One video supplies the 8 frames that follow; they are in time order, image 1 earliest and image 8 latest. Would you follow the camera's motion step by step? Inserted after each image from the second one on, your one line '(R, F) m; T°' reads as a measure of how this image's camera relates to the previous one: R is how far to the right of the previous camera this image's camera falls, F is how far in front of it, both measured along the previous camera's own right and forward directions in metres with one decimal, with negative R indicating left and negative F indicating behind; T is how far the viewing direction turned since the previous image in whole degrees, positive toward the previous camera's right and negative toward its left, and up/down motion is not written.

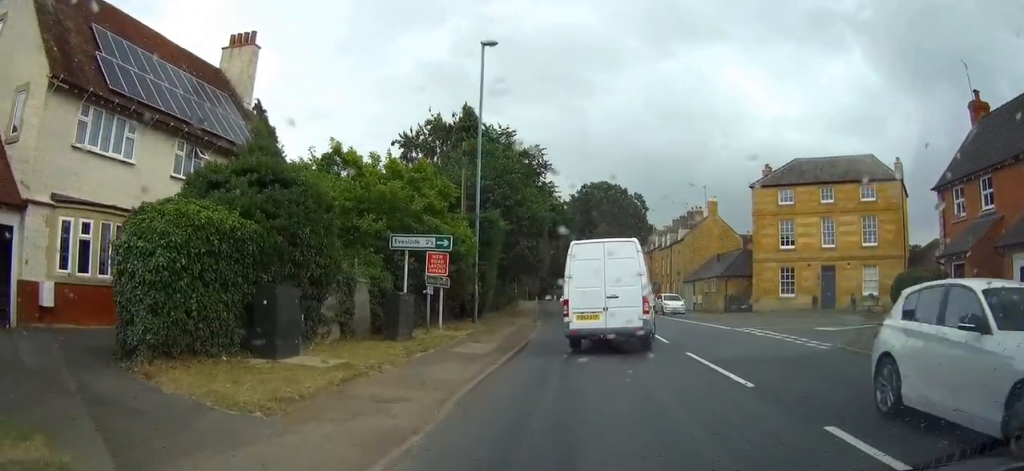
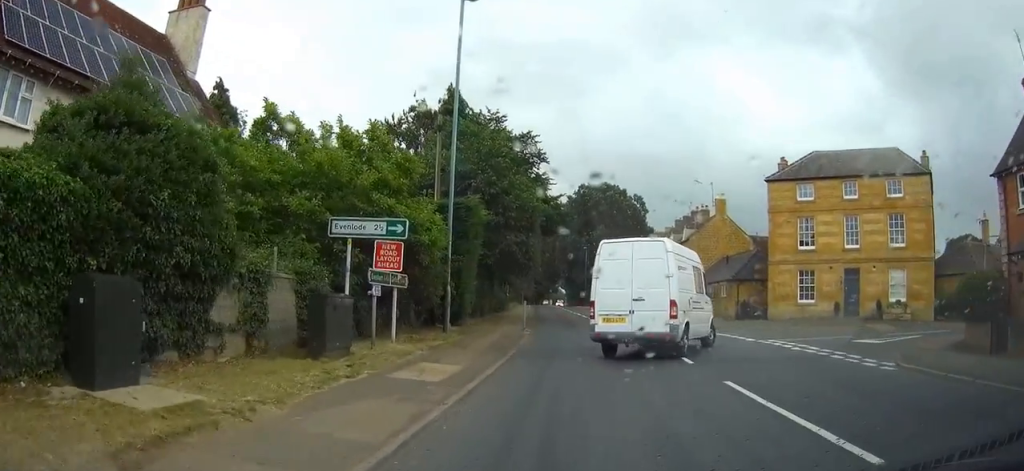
(-0.1, +4.6) m; -1°
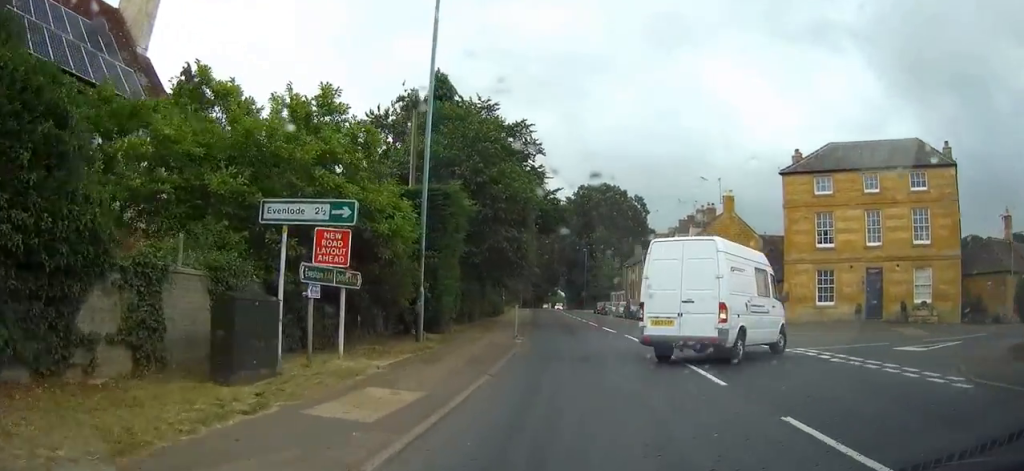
(0.0, +3.2) m; 0°
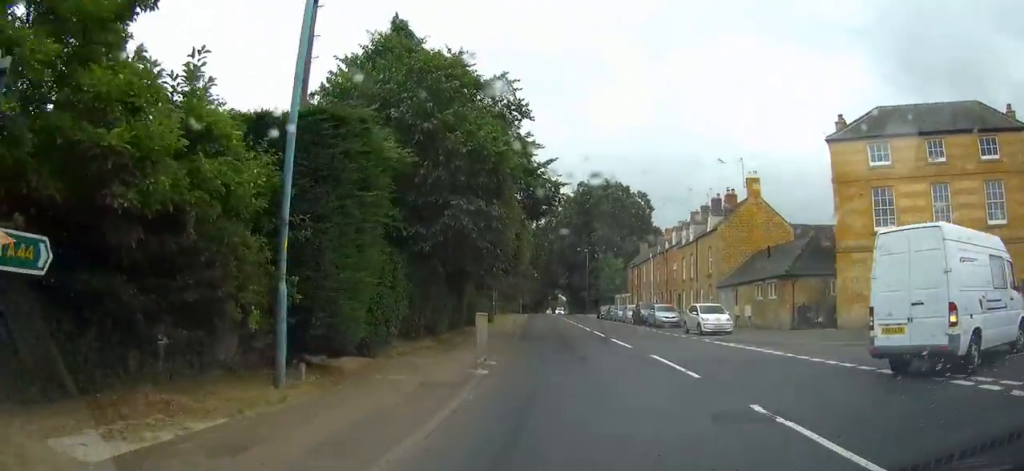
(+0.1, +7.3) m; +1°
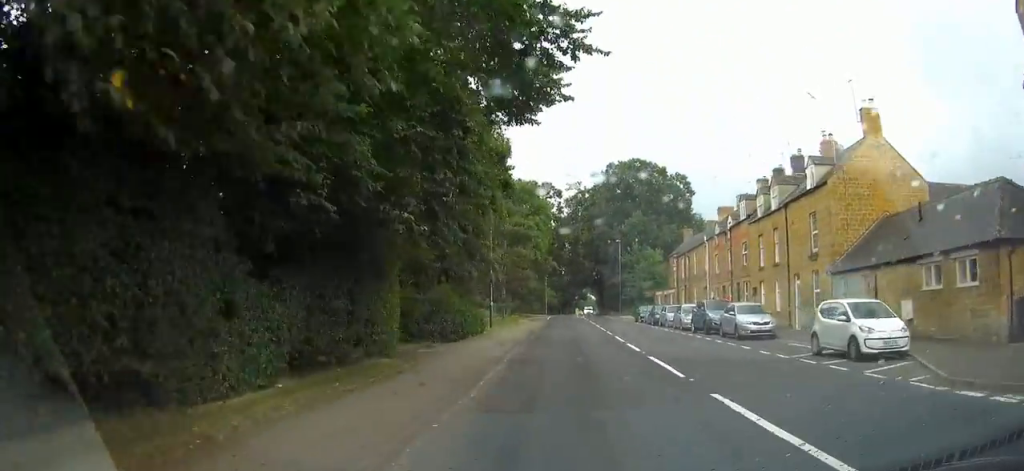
(-0.2, +14.8) m; -1°
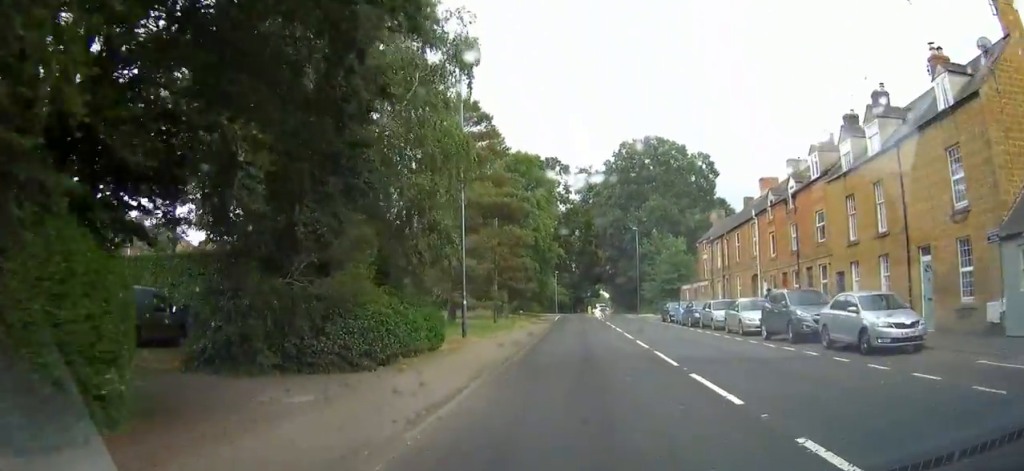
(+0.1, +11.4) m; -1°
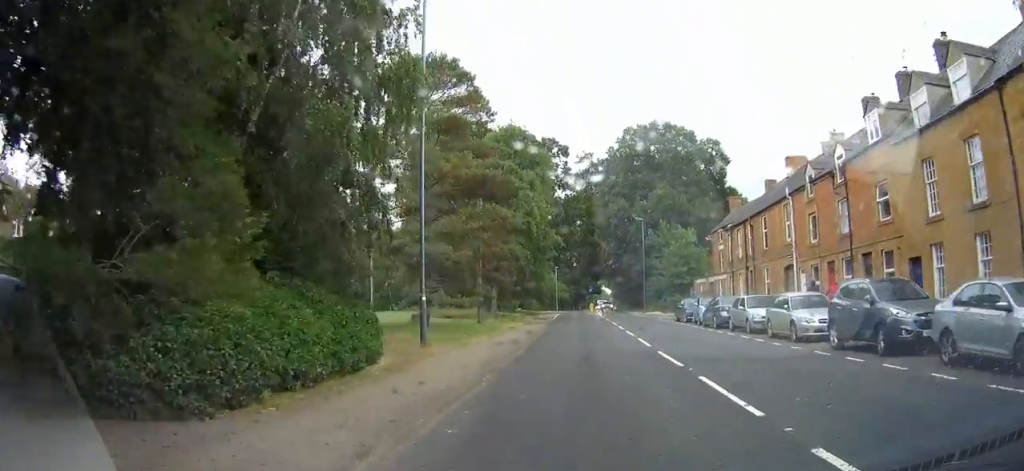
(-0.1, +6.5) m; 0°
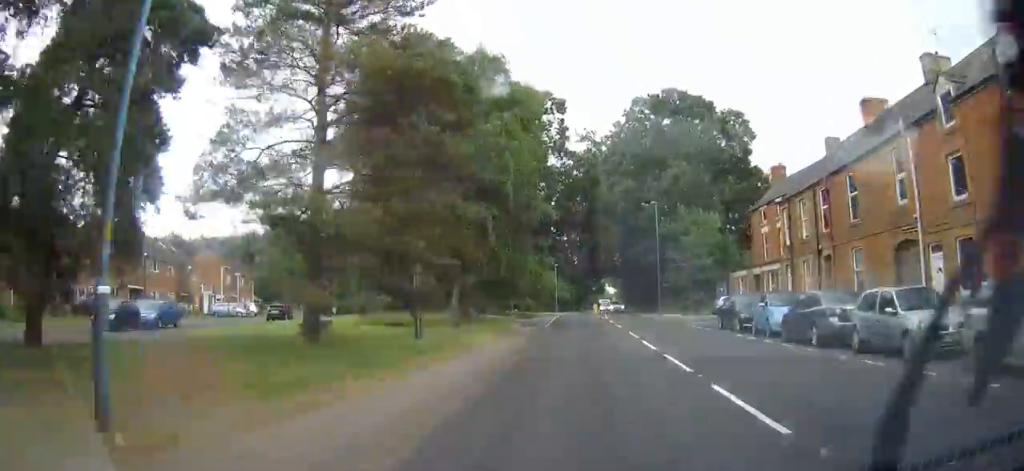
(0.0, +12.7) m; -1°
